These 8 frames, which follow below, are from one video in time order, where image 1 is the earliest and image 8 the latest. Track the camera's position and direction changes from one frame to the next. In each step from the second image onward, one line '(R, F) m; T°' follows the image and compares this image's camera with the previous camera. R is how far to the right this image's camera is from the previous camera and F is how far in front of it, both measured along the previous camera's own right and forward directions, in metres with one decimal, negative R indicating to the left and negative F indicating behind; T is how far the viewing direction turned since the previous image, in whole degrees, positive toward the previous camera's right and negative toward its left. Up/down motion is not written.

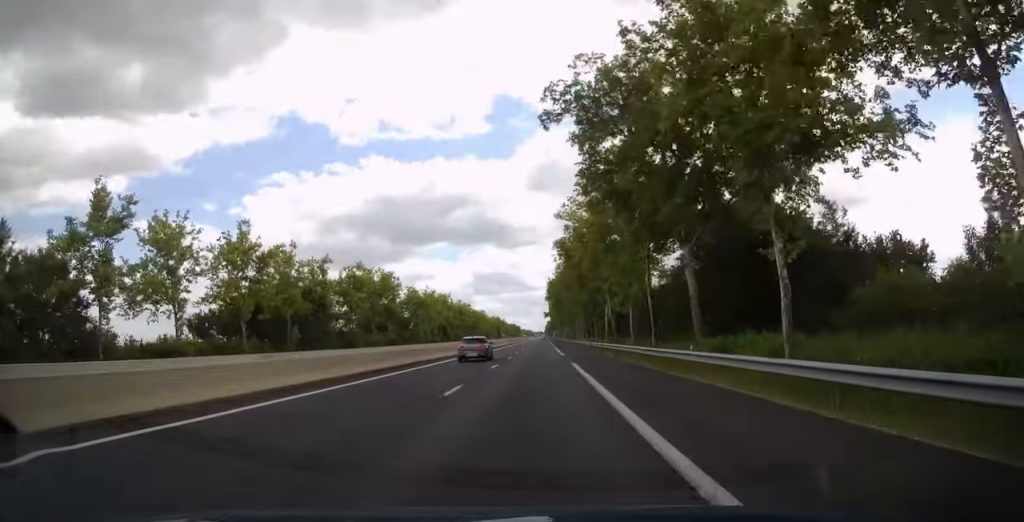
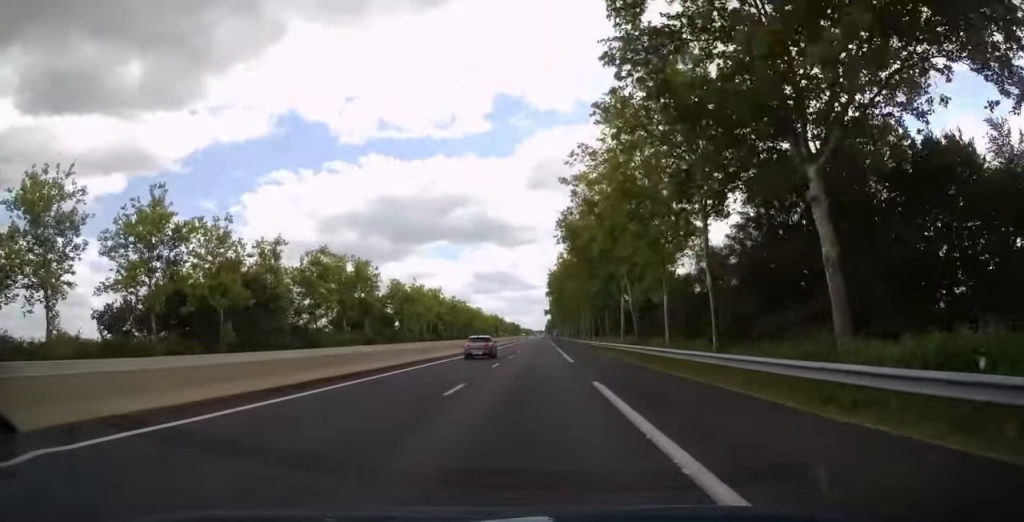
(+0.1, +13.3) m; 0°
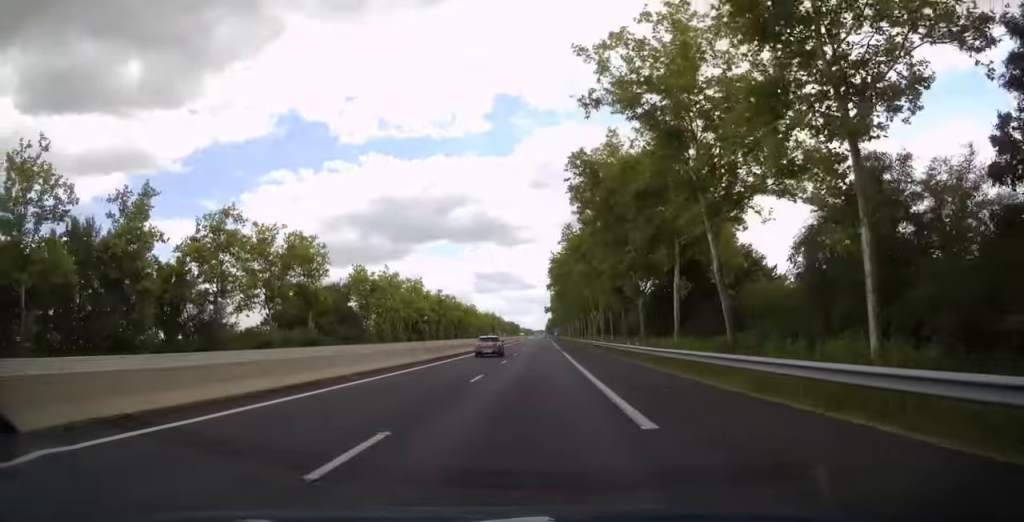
(+0.1, +21.7) m; 0°
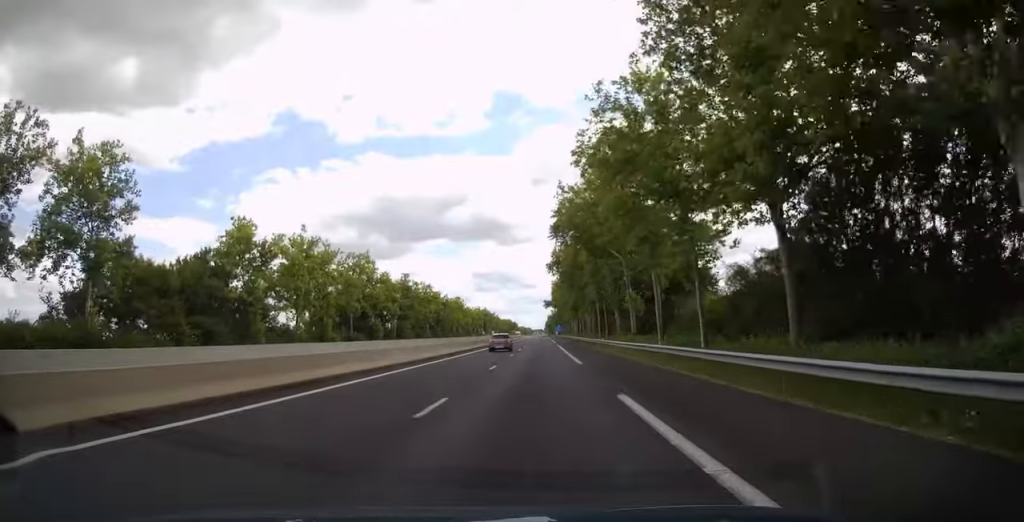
(0.0, +34.9) m; 0°
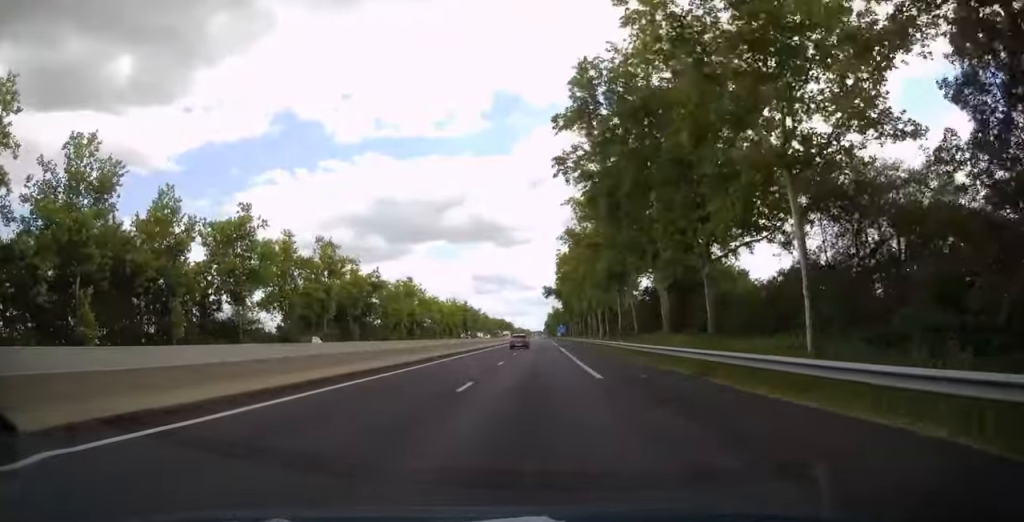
(-0.2, +61.1) m; 0°
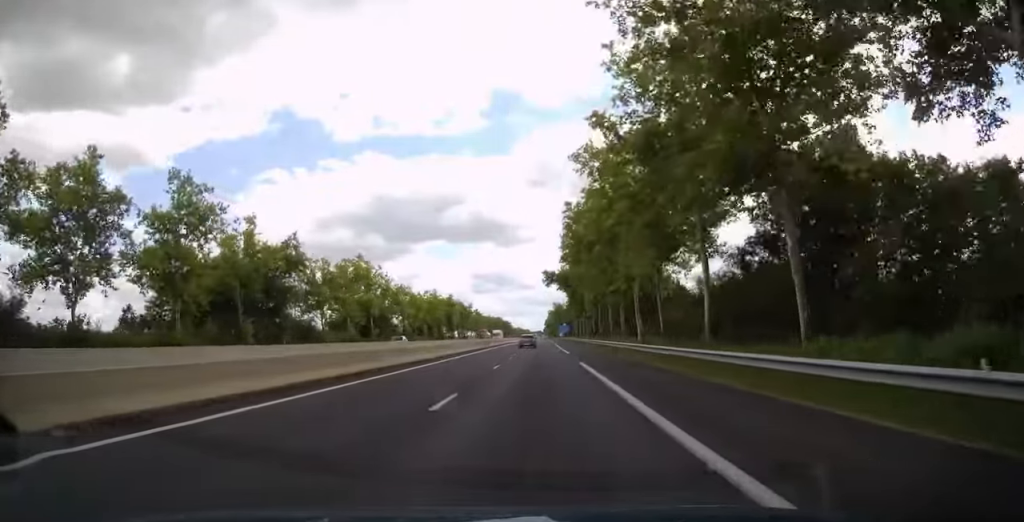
(+0.1, +29.9) m; 0°
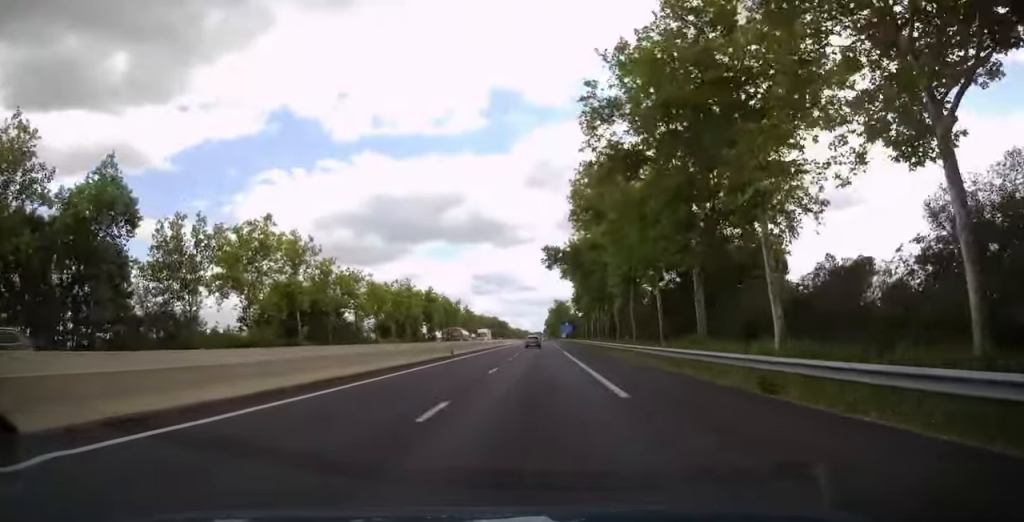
(0.0, +27.3) m; 0°
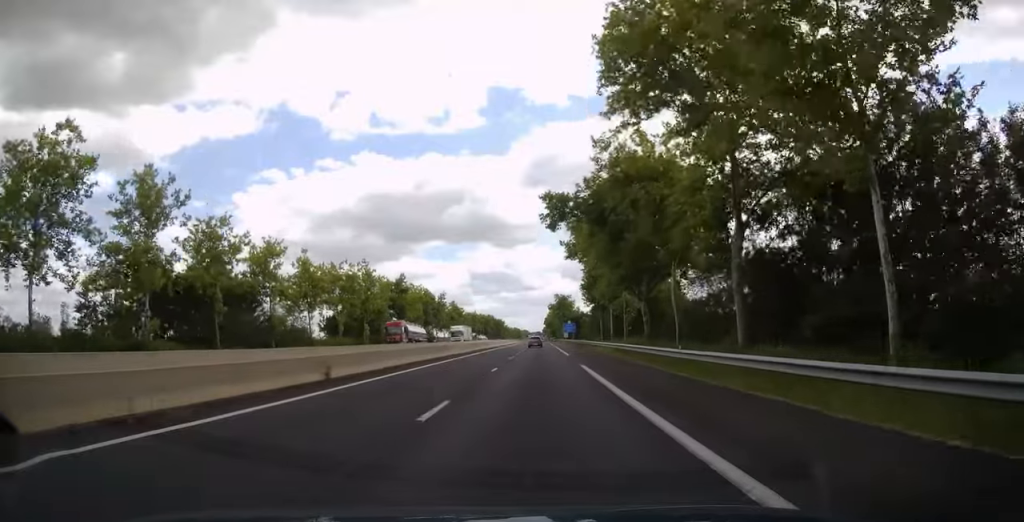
(0.0, +25.9) m; 0°
